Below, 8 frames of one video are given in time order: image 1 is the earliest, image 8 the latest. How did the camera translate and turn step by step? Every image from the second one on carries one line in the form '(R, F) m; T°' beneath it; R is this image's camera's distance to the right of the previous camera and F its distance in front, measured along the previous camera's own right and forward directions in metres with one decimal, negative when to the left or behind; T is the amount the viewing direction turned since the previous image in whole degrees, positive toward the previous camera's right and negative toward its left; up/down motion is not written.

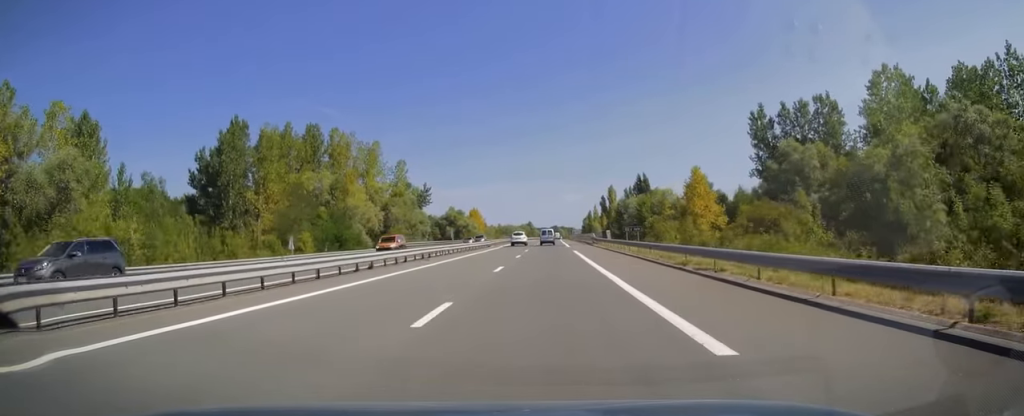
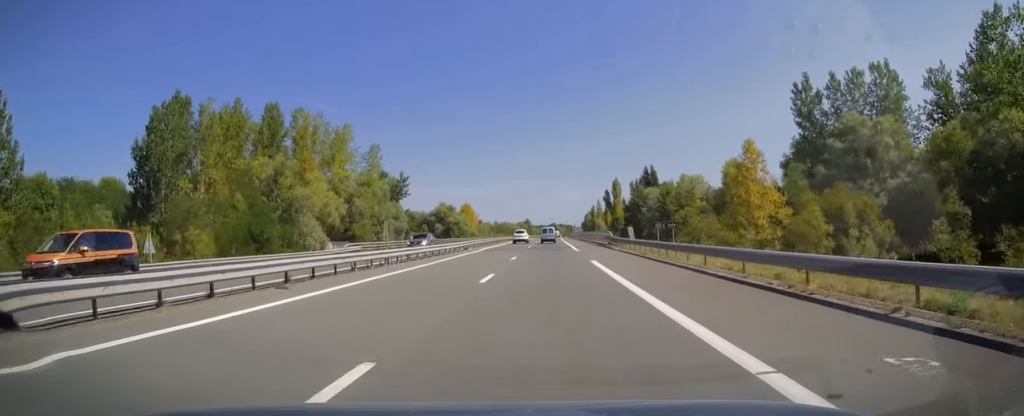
(0.0, +18.6) m; 0°
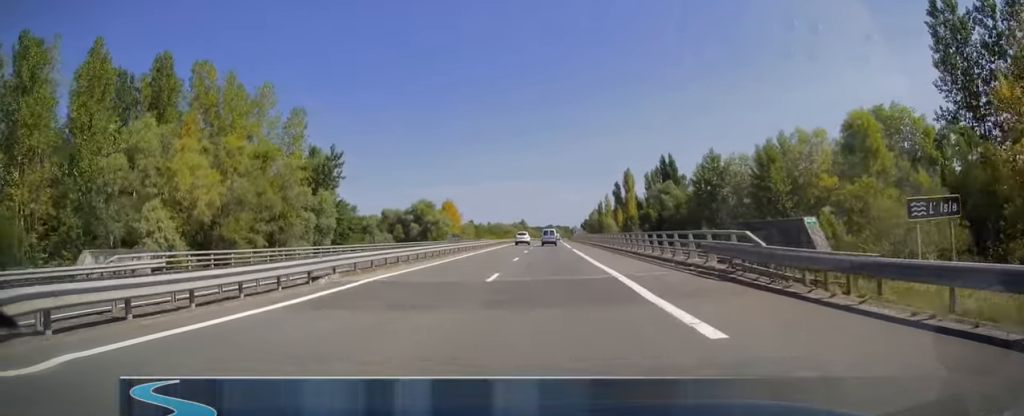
(0.0, +33.3) m; 0°
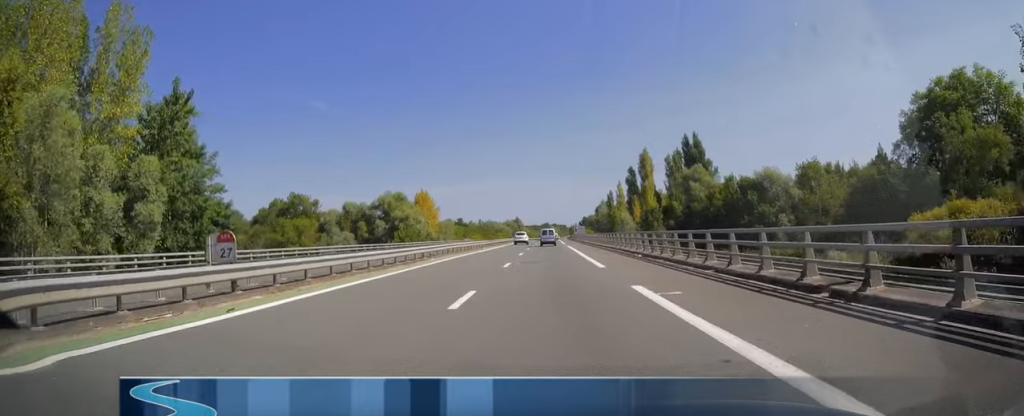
(0.0, +32.3) m; 0°
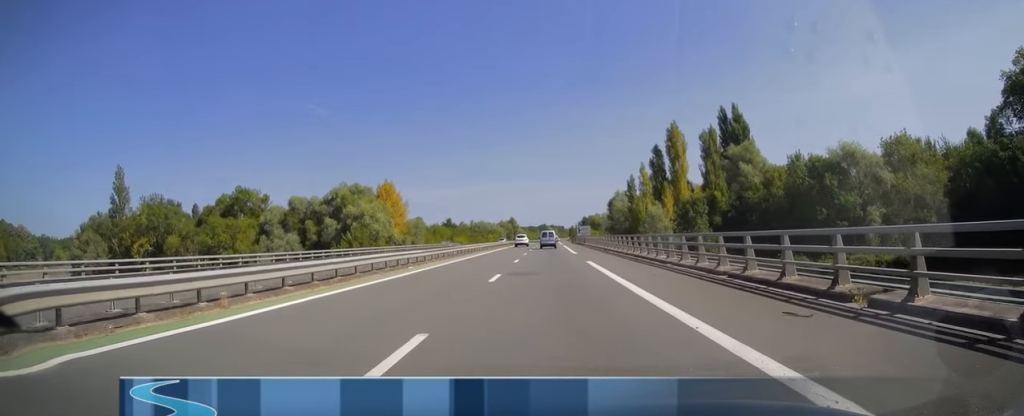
(0.0, +31.4) m; 0°
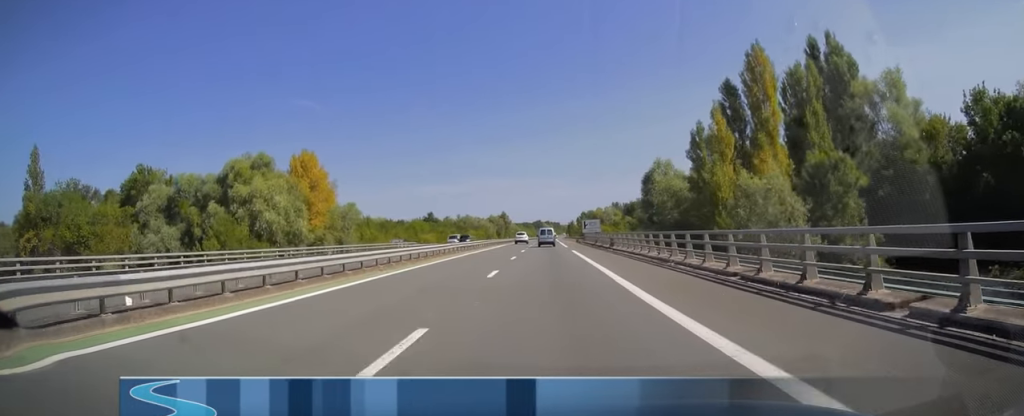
(0.0, +38.8) m; 0°
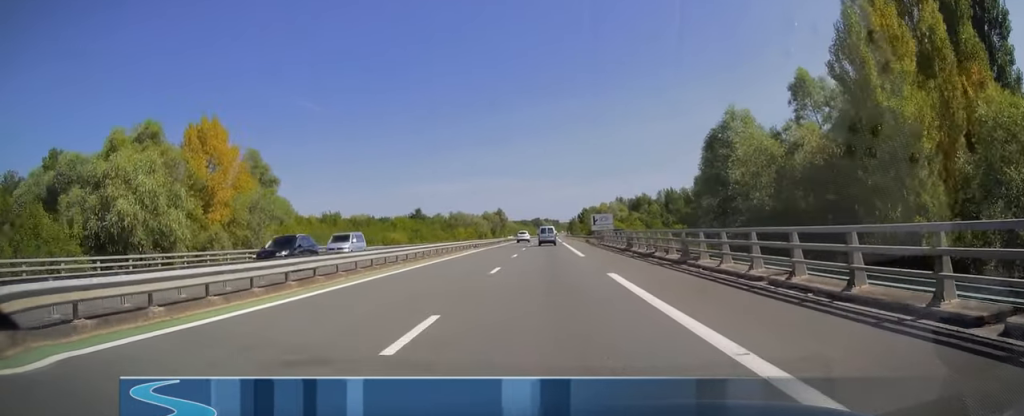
(0.0, +24.7) m; 0°
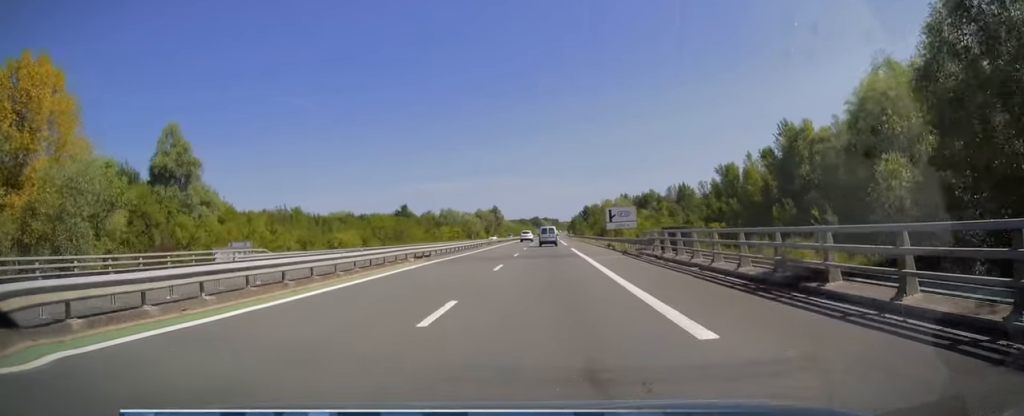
(+0.2, +24.2) m; 0°
